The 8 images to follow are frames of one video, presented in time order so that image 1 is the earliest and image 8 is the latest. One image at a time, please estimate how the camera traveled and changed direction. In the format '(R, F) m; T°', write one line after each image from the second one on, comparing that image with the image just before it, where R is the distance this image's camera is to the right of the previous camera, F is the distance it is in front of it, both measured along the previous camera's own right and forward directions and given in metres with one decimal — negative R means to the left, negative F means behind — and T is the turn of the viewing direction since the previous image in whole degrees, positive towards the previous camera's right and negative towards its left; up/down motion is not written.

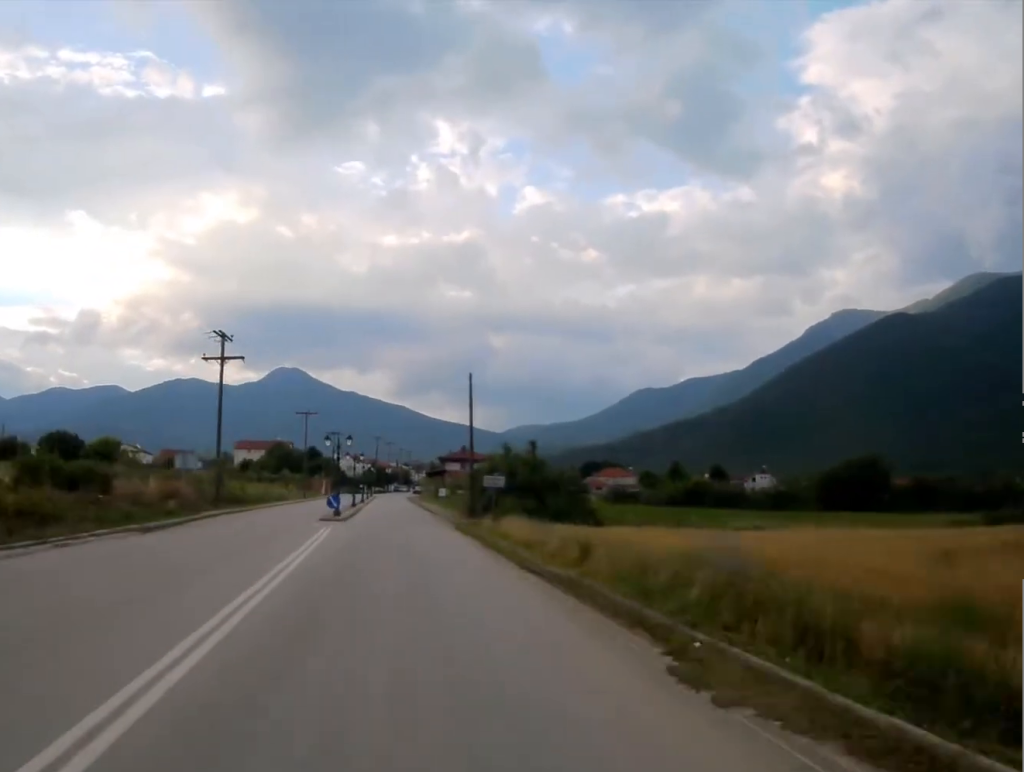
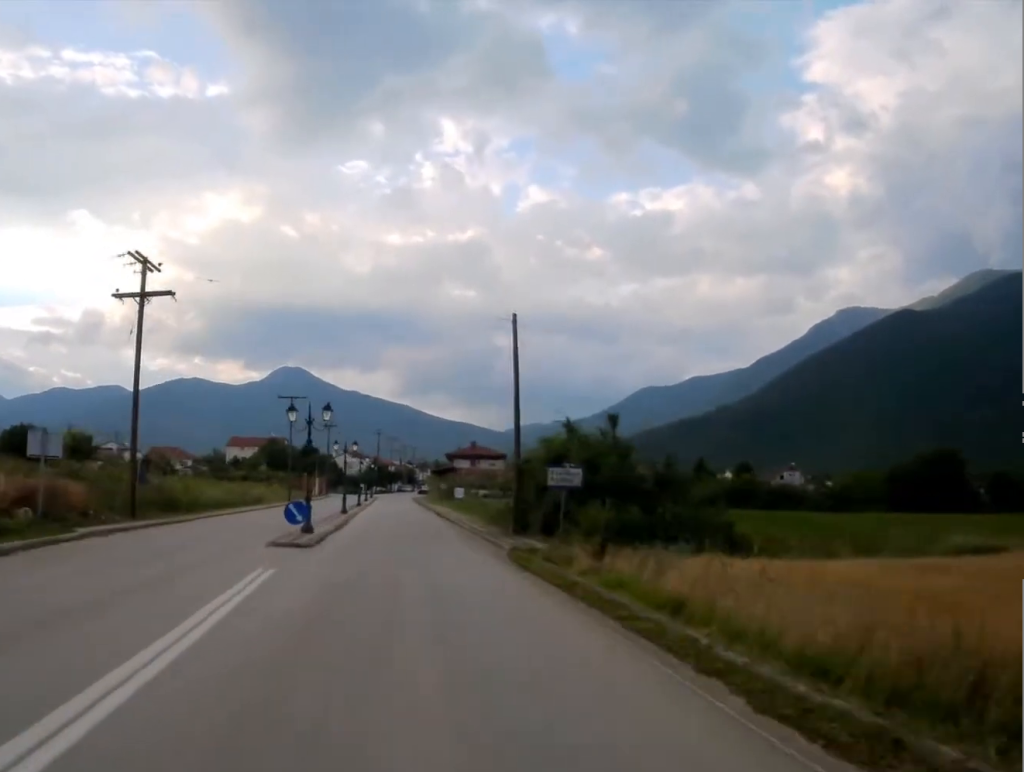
(0.0, +13.7) m; 0°
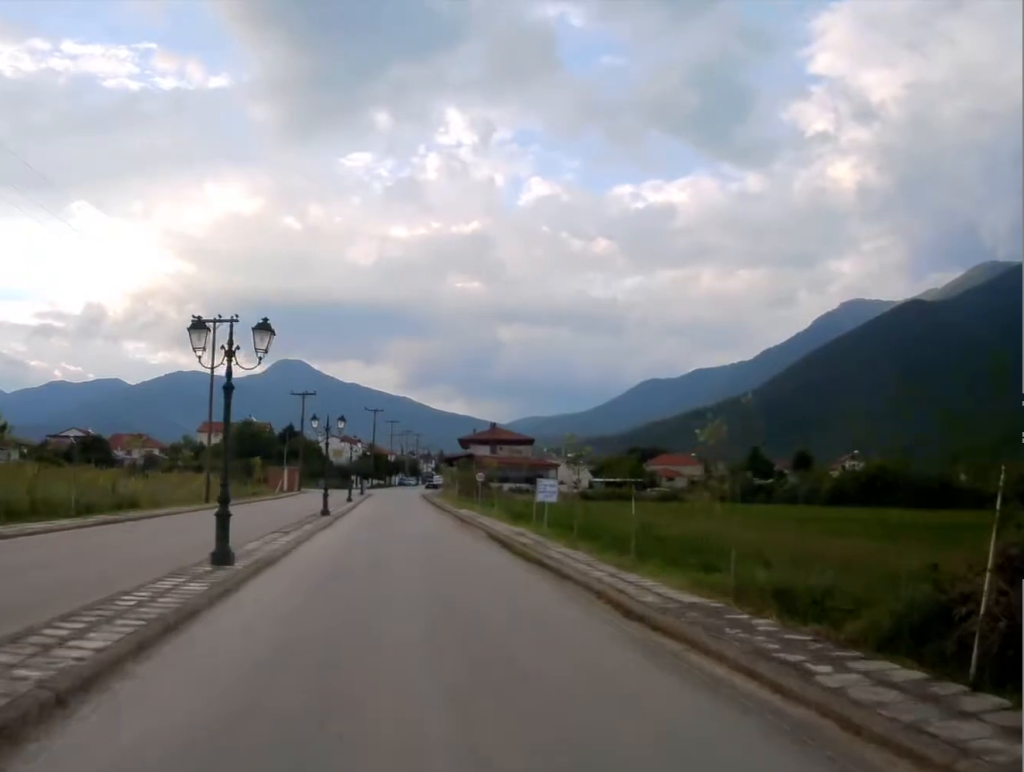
(-0.1, +36.8) m; 0°
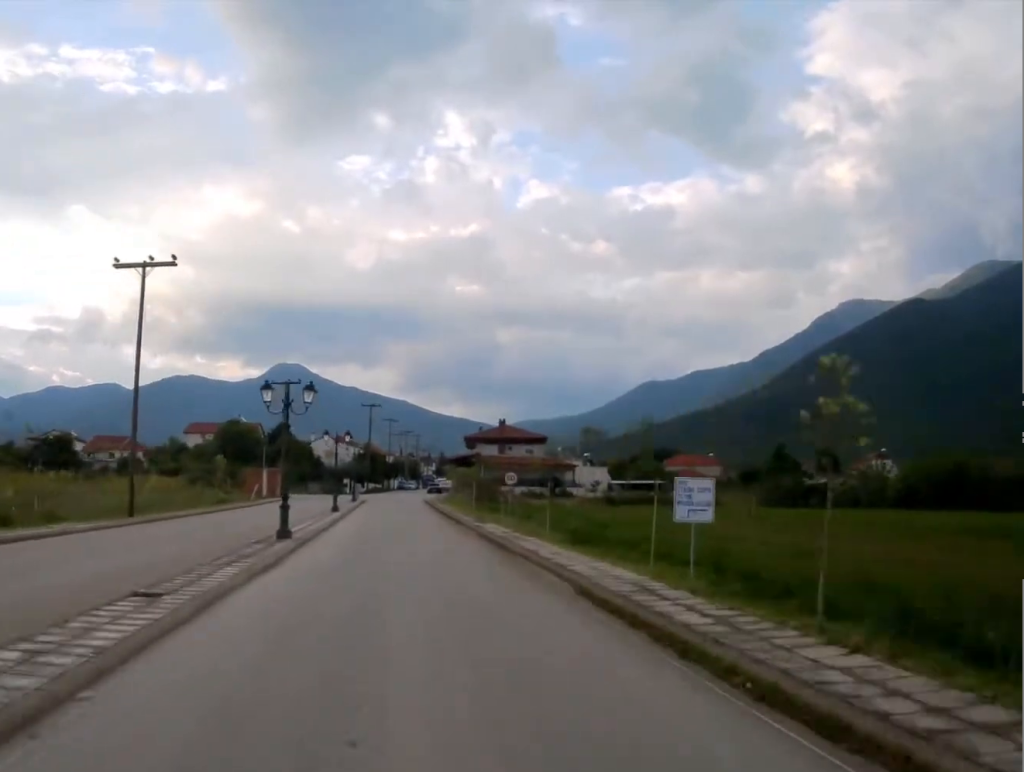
(0.0, +12.8) m; -1°
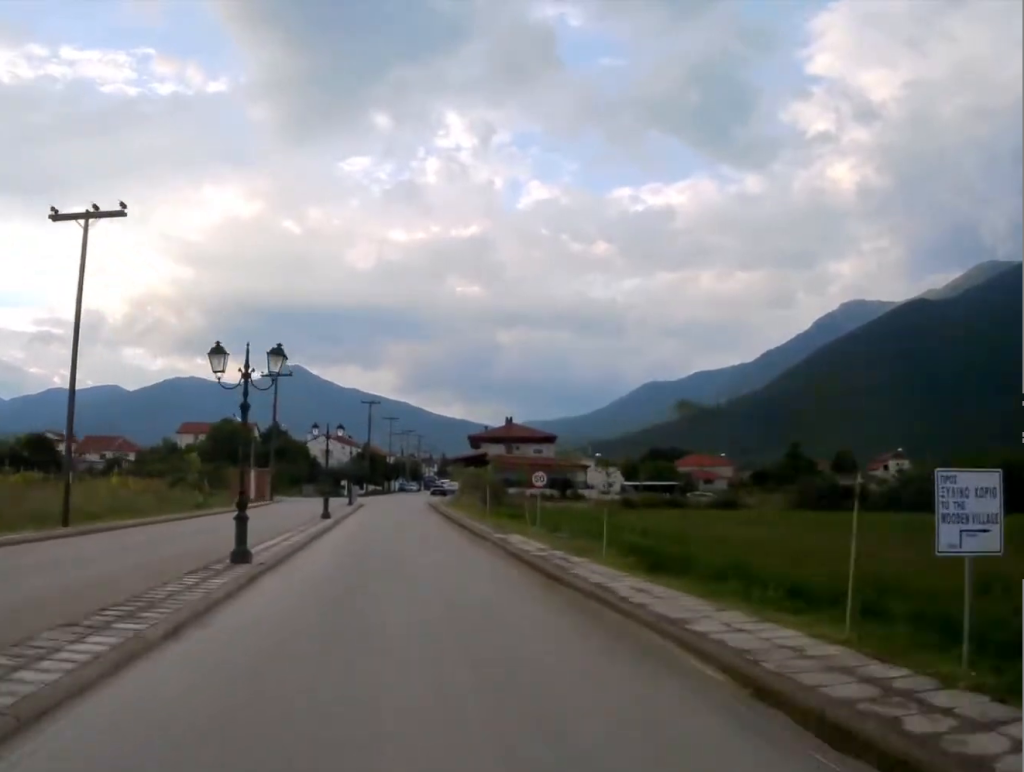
(-0.1, +7.2) m; 0°
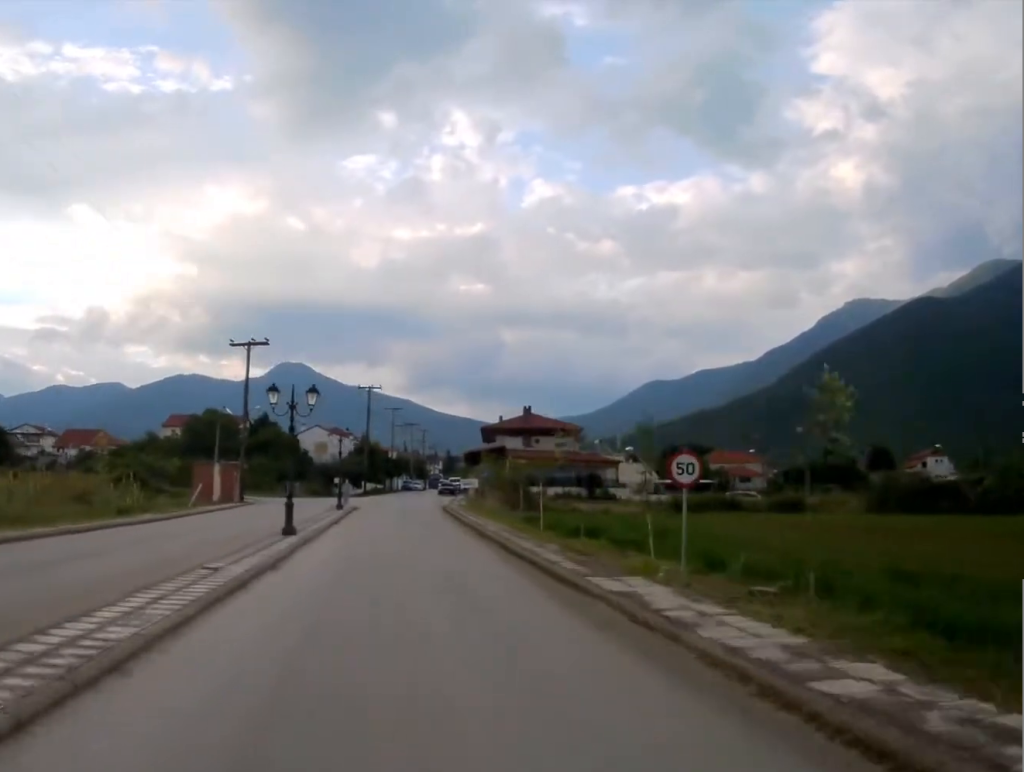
(-0.1, +14.8) m; 0°
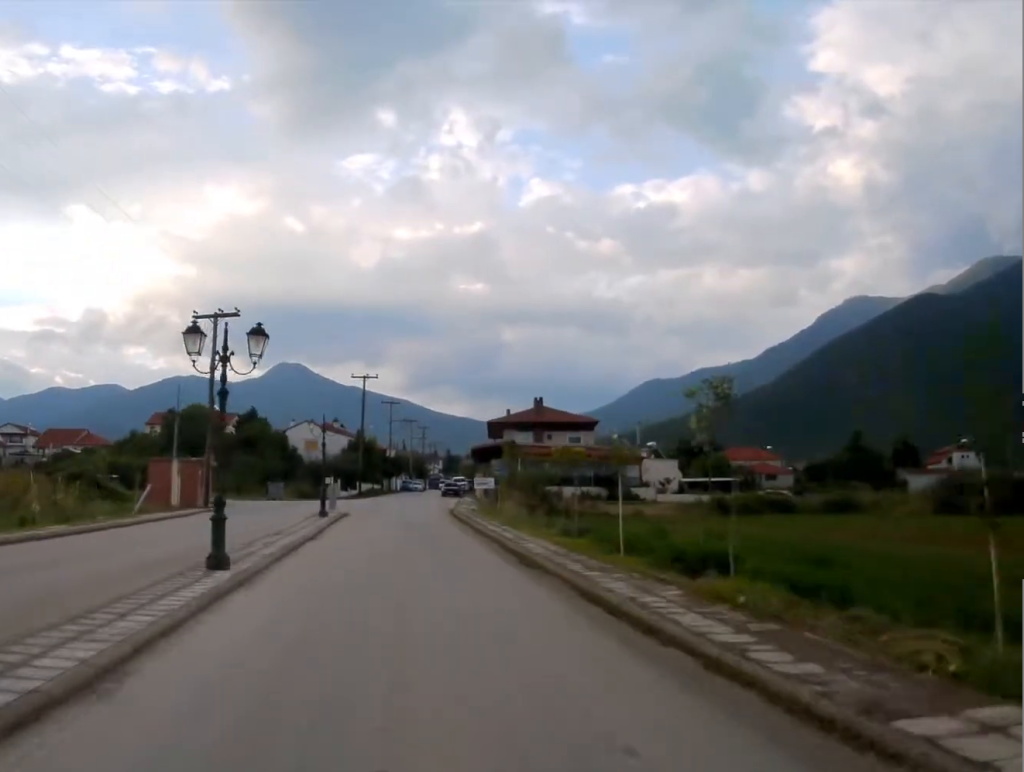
(0.0, +10.1) m; +1°
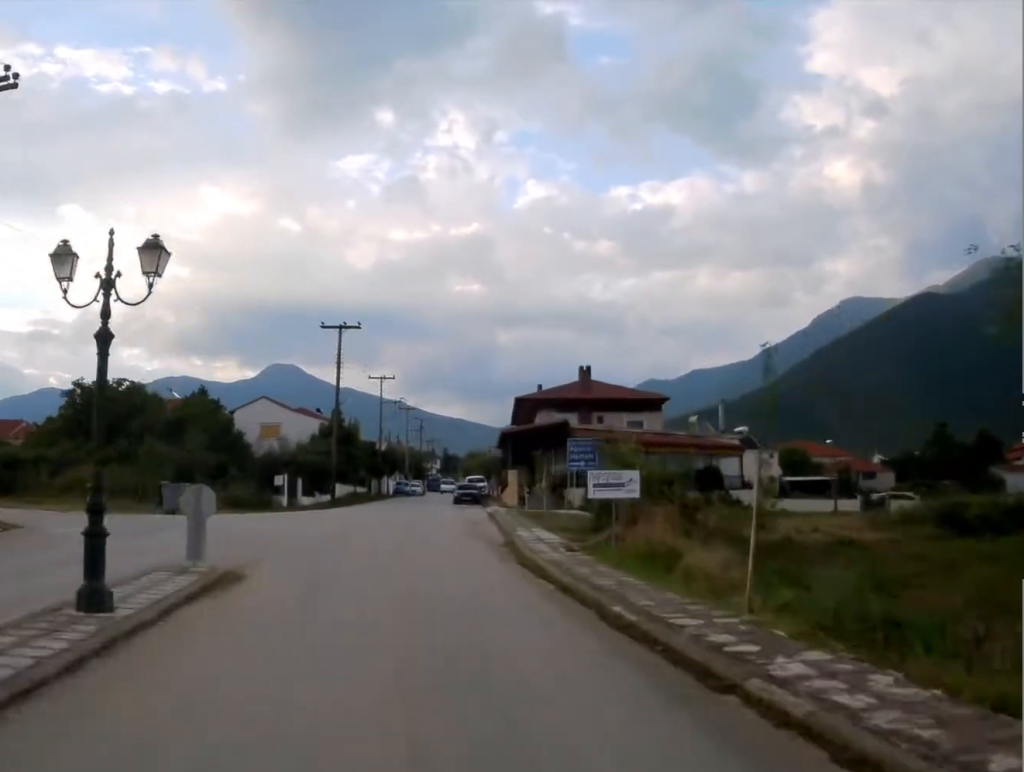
(+0.6, +28.2) m; +1°
